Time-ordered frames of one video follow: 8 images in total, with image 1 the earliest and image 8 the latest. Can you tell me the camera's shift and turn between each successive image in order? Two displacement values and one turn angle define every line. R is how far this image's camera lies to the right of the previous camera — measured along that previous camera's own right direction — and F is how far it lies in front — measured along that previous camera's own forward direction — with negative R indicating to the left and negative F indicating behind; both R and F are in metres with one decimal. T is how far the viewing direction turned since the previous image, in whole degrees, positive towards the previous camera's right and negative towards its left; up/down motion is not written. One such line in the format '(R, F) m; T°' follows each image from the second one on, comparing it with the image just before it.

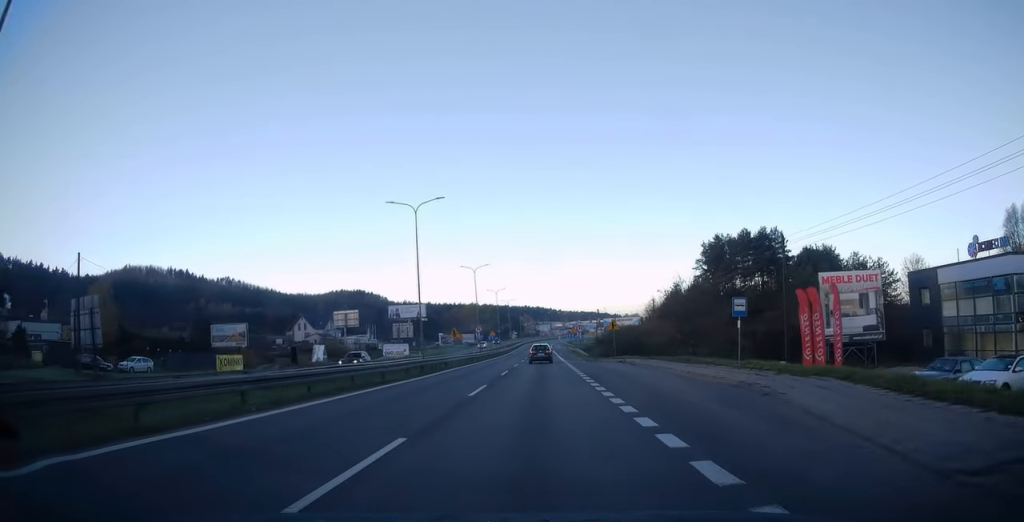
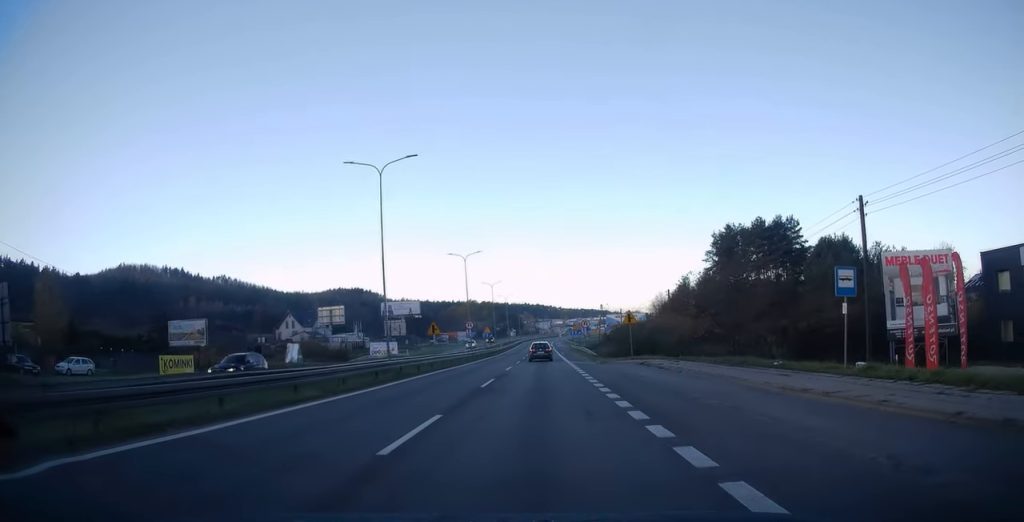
(+0.2, +9.0) m; 0°
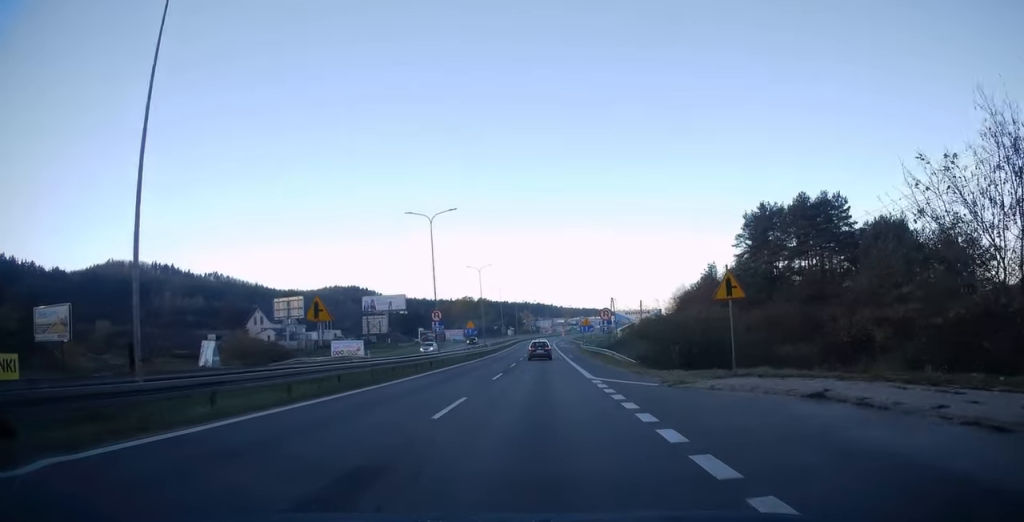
(-0.4, +20.5) m; -1°
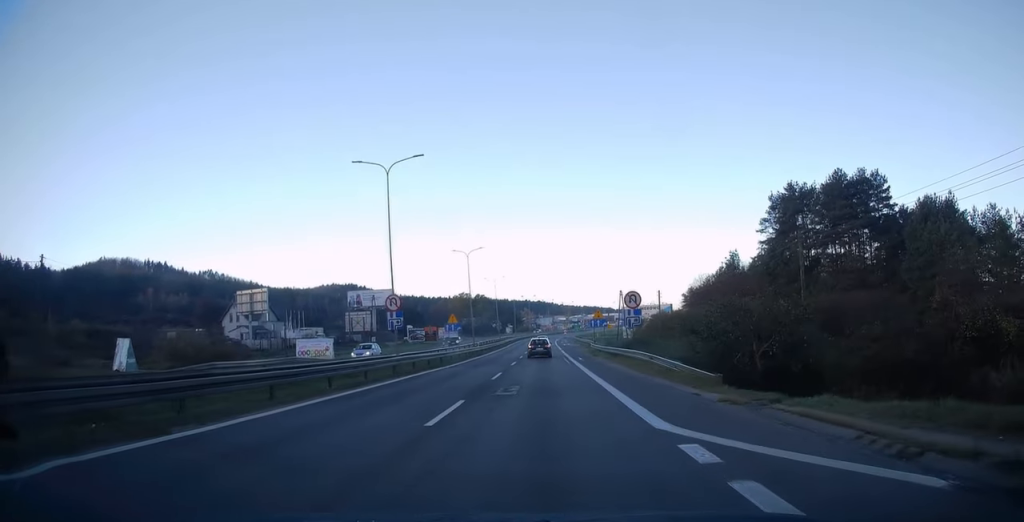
(0.0, +13.1) m; +1°
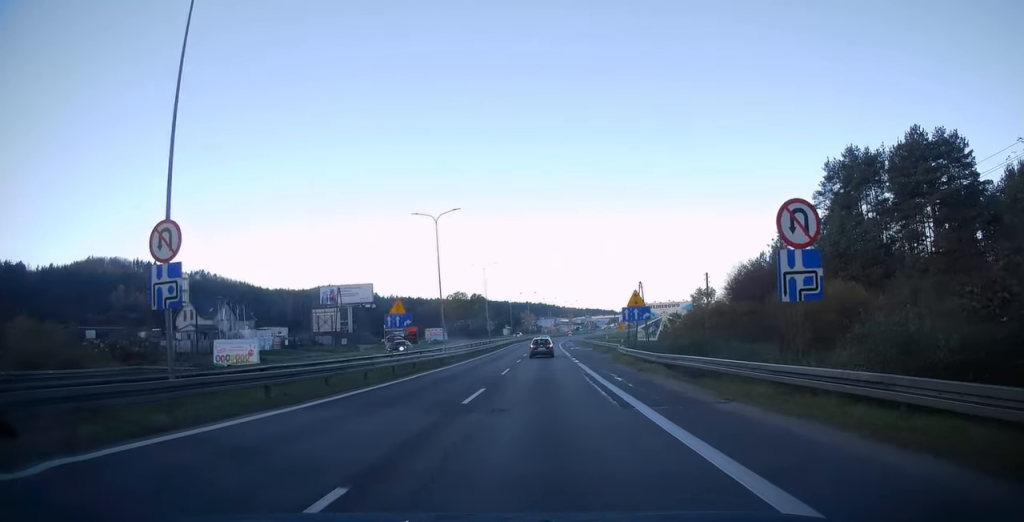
(+0.4, +20.5) m; 0°
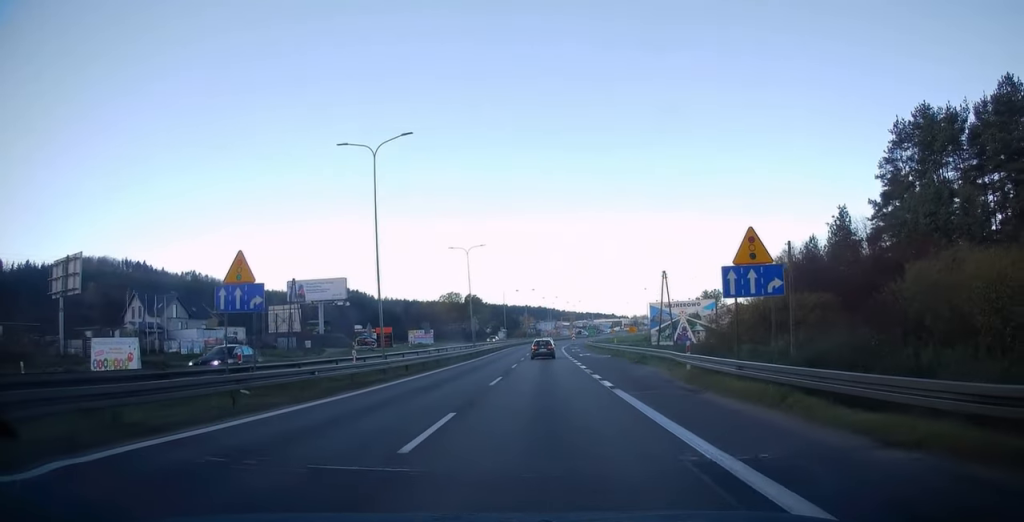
(-0.3, +17.7) m; 0°
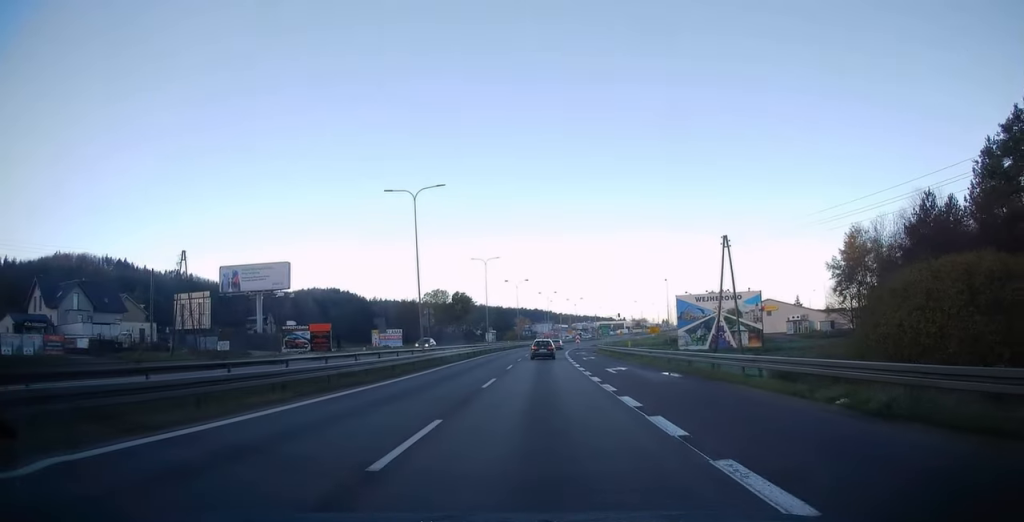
(0.0, +25.4) m; 0°
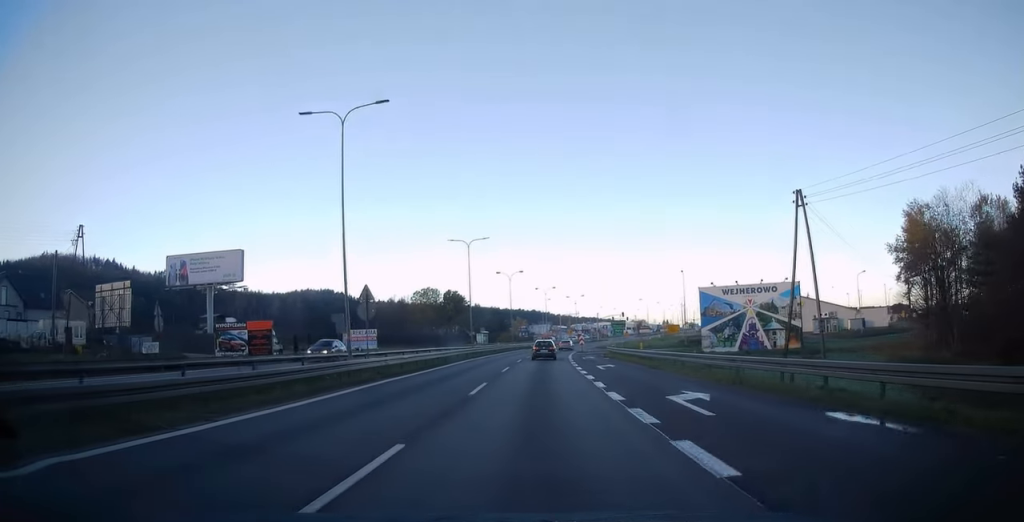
(+0.2, +14.4) m; 0°
